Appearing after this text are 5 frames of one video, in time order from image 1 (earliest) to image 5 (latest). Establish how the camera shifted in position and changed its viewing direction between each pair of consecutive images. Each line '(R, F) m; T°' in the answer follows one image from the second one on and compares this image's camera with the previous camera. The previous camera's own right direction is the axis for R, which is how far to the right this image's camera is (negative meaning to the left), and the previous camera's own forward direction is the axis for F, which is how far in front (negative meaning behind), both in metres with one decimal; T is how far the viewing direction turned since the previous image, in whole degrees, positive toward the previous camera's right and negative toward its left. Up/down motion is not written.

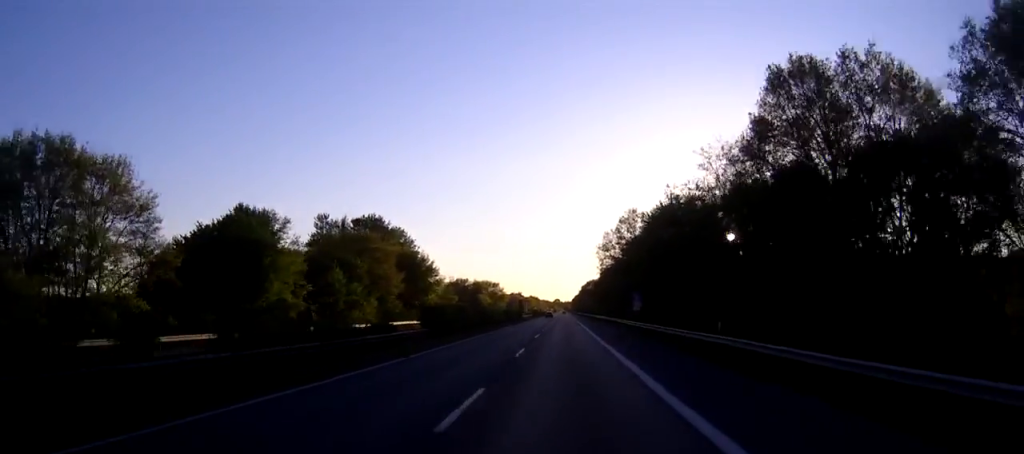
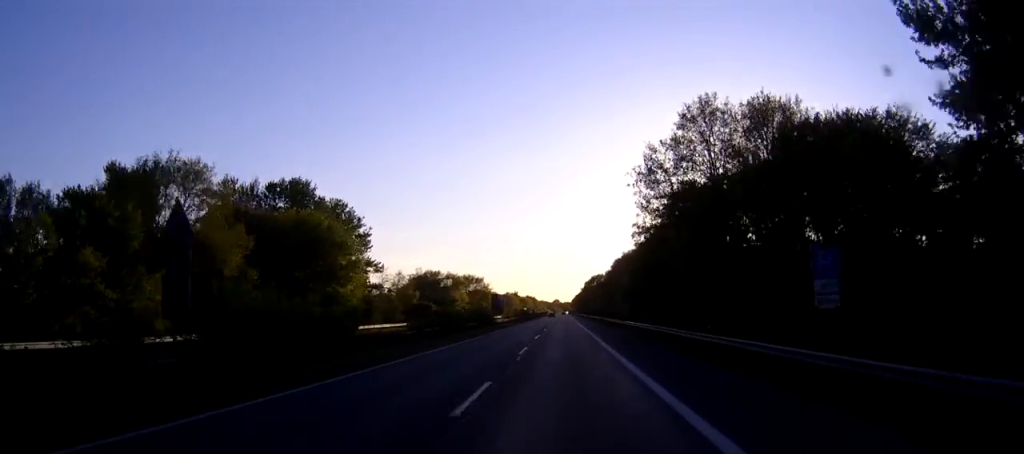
(-0.1, +51.8) m; 0°
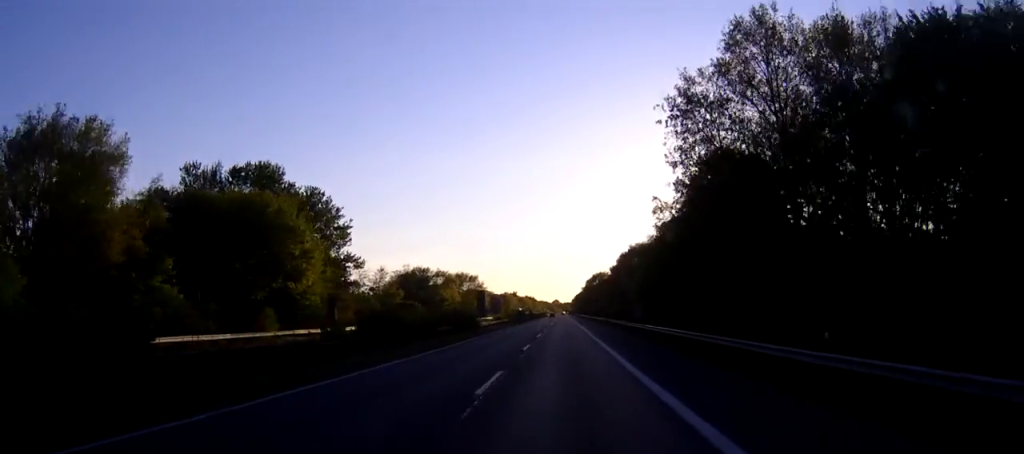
(0.0, +14.4) m; 0°
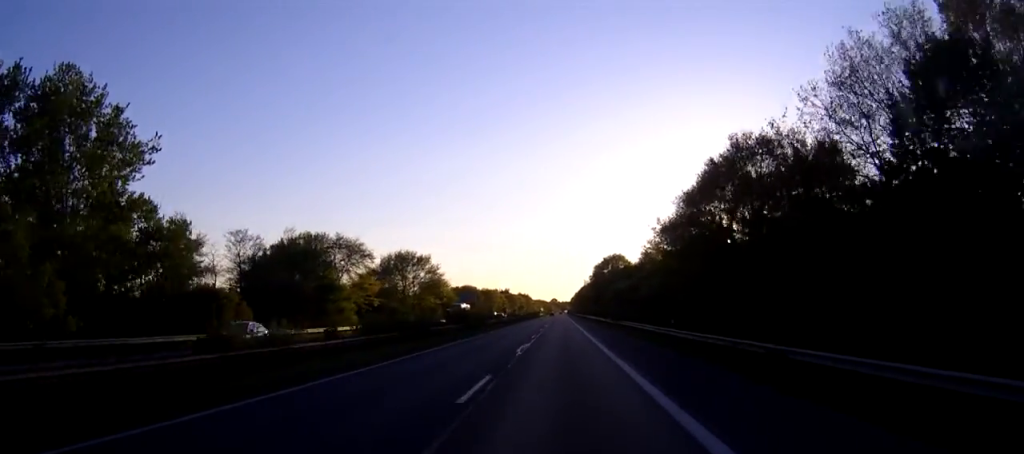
(0.0, +72.8) m; 0°
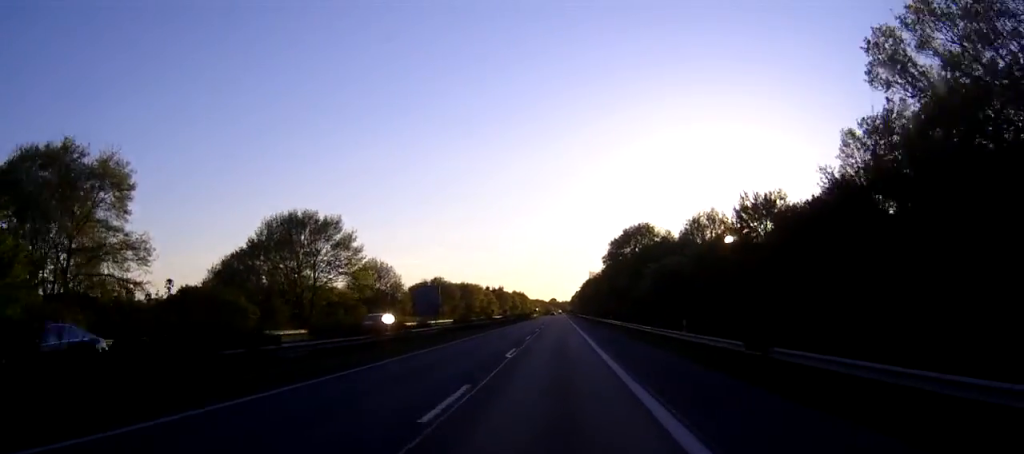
(0.0, +55.3) m; 0°
